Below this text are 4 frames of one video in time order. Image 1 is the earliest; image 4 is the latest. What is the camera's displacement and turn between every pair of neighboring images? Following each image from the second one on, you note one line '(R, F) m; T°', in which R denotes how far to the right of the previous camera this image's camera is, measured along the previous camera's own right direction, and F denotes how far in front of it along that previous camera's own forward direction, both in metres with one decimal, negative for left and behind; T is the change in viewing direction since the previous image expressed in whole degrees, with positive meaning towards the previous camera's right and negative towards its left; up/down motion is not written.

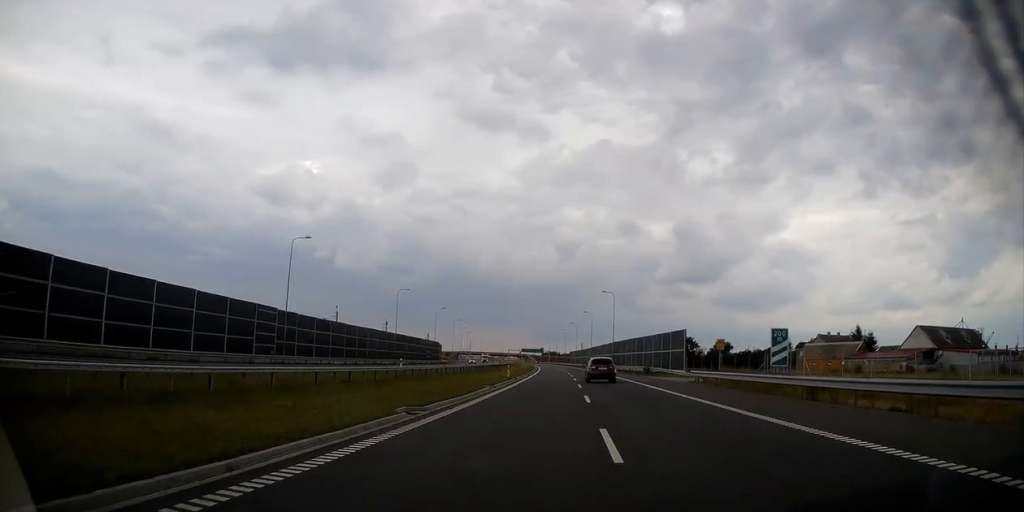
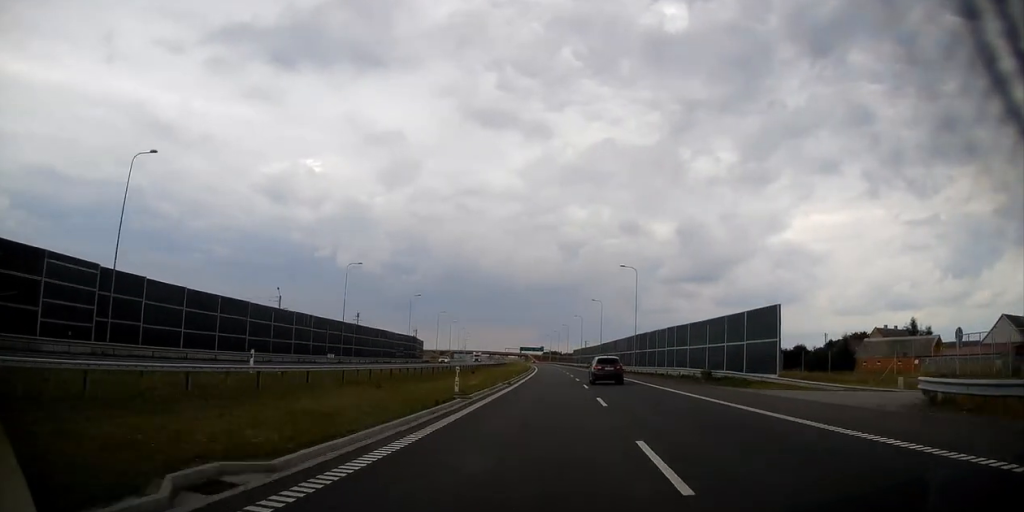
(-0.2, +25.6) m; -1°
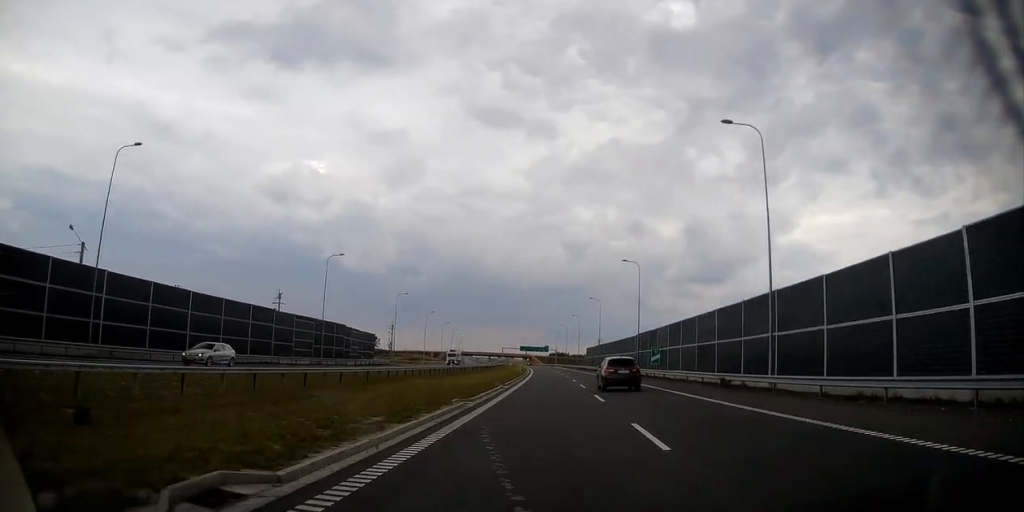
(-0.2, +44.4) m; -1°
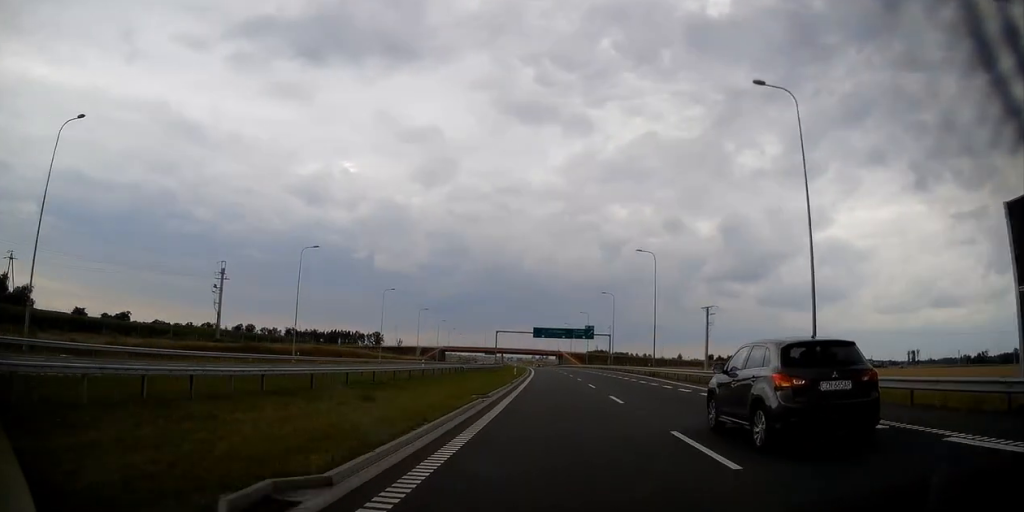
(-2.9, +119.6) m; -3°
